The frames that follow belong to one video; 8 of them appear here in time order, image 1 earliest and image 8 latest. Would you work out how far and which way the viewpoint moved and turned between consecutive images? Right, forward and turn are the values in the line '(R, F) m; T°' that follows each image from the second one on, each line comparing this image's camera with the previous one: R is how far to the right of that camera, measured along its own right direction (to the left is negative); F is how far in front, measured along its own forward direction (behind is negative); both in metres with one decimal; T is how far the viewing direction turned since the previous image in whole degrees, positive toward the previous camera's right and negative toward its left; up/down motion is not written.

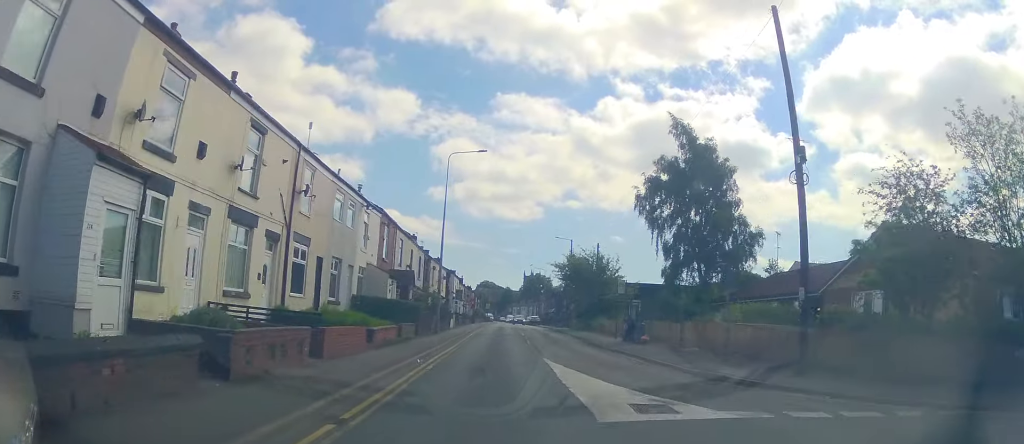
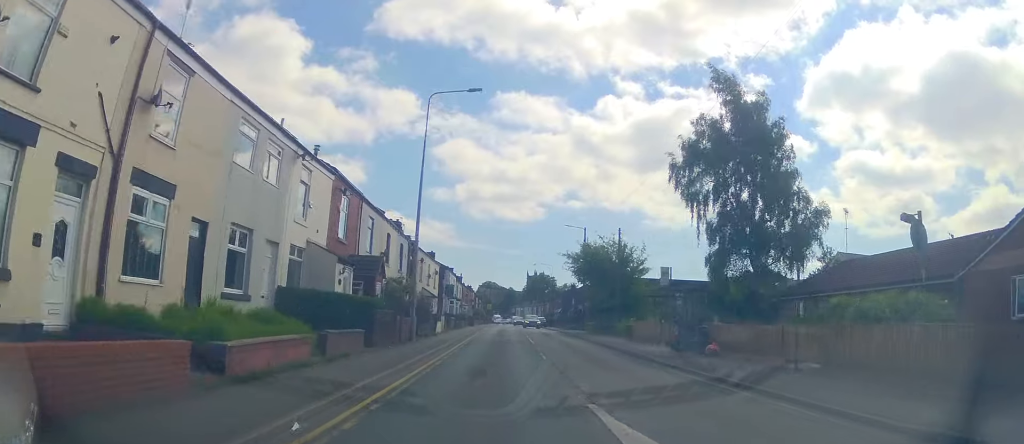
(+0.7, +8.3) m; +5°
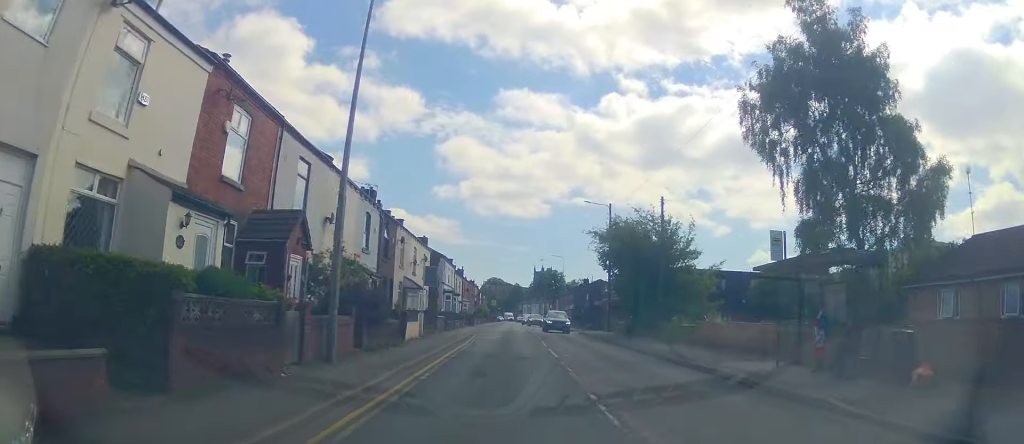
(-0.4, +10.2) m; -3°
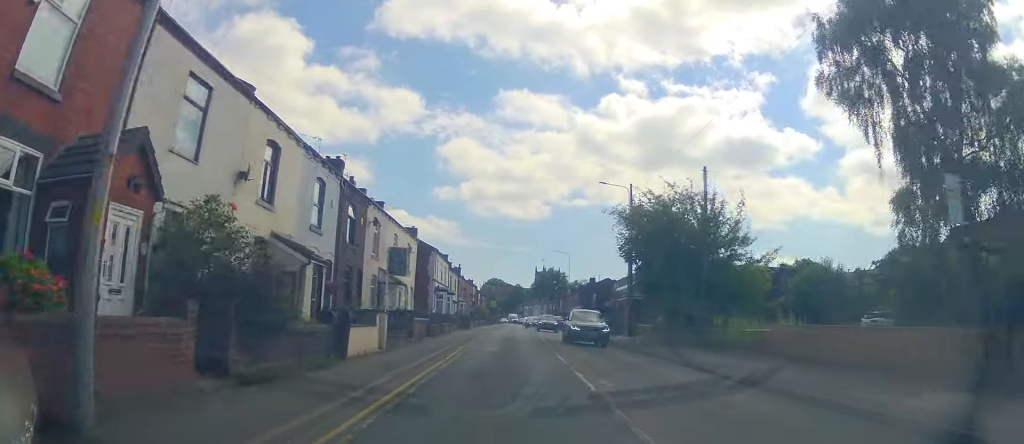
(+0.1, +7.2) m; 0°
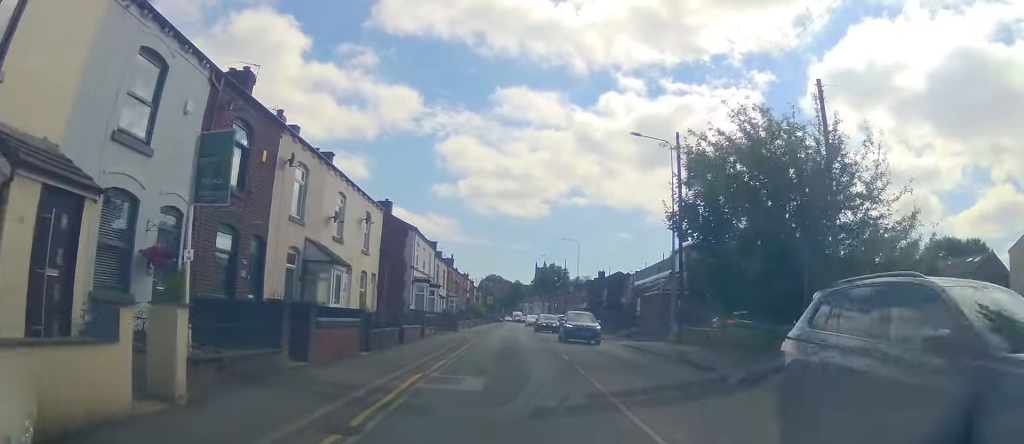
(0.0, +10.7) m; 0°
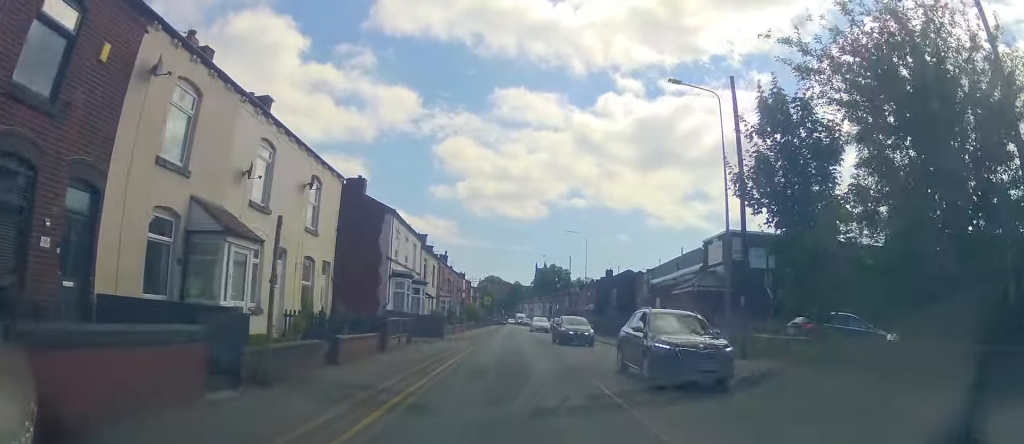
(0.0, +7.3) m; 0°
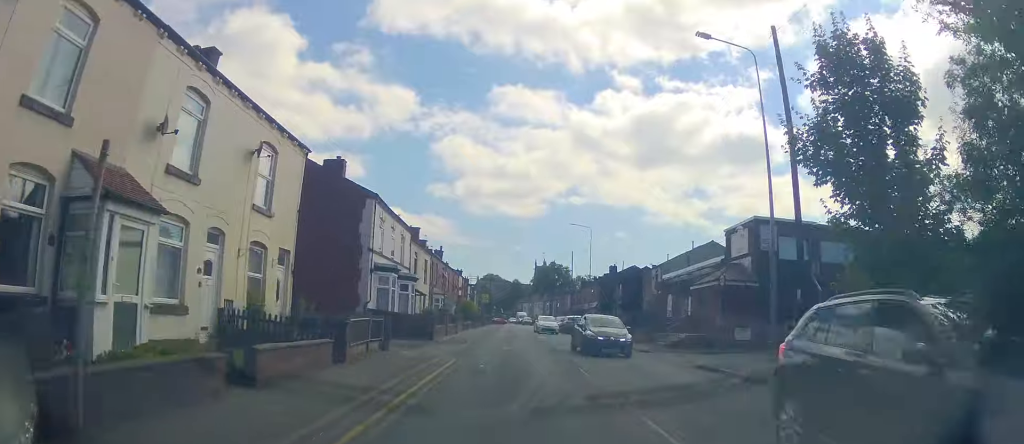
(0.0, +3.9) m; 0°
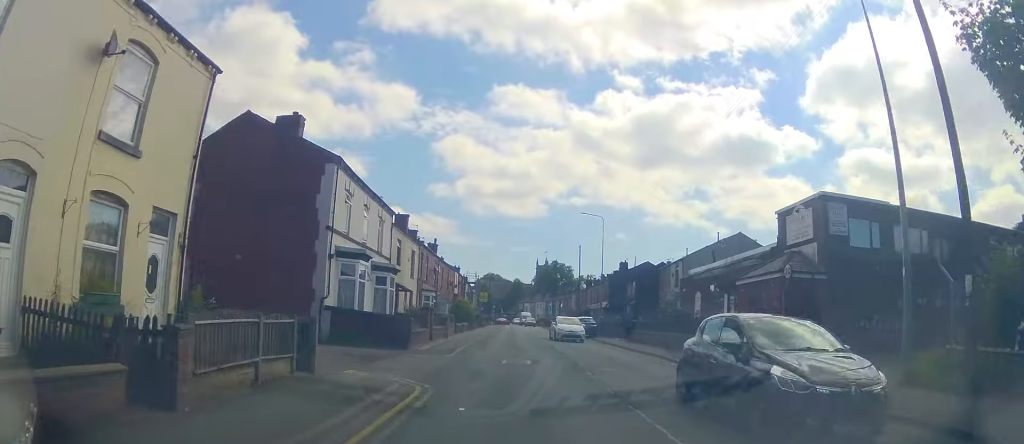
(0.0, +6.4) m; 0°
